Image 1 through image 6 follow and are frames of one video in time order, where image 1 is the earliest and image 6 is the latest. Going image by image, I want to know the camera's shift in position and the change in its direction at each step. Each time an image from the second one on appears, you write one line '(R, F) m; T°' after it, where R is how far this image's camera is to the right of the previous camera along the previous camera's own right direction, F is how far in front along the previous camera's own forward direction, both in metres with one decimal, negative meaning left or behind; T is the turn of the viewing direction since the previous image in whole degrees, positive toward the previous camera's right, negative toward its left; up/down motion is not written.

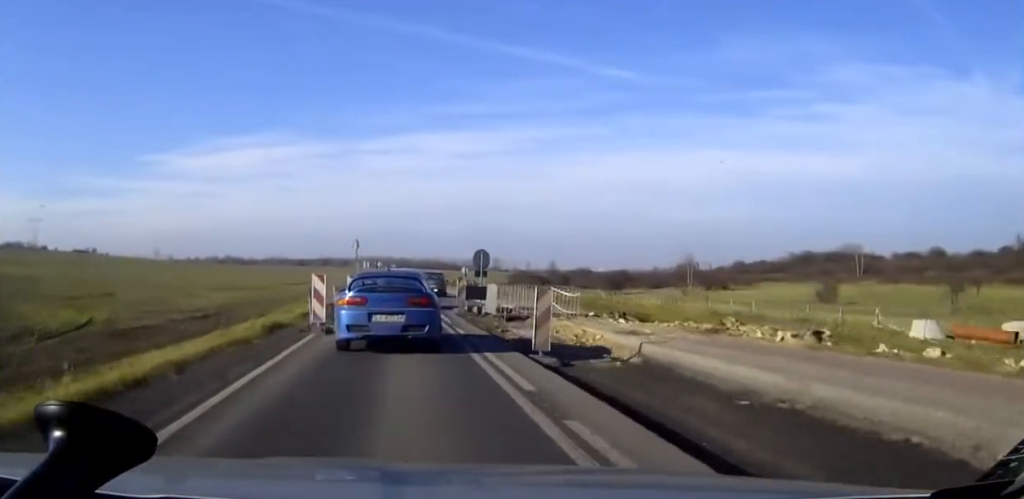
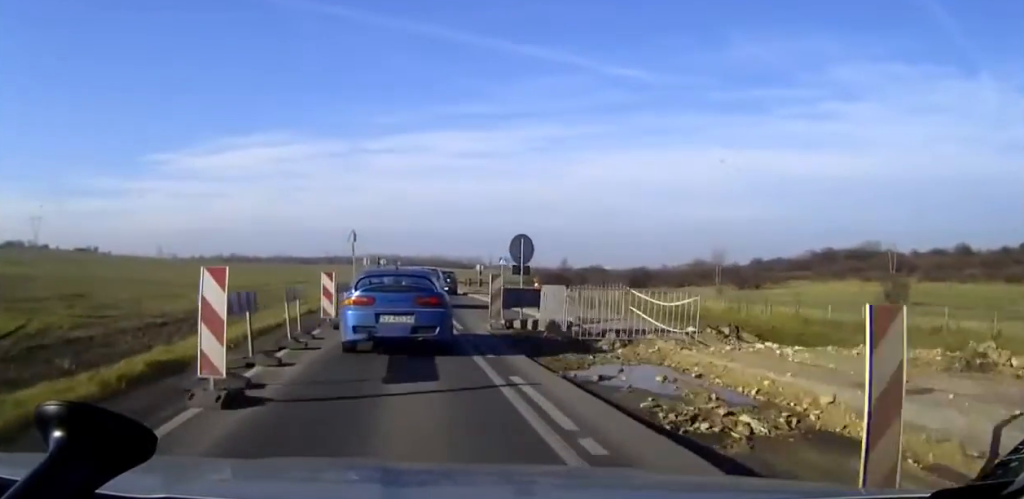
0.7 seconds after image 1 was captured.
(-0.1, +9.4) m; +1°
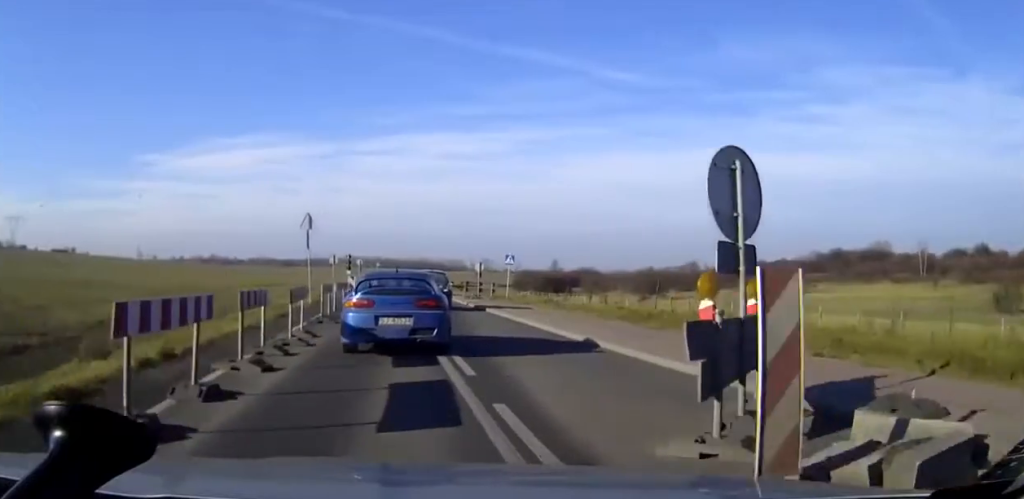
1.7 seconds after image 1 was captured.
(+0.2, +14.6) m; +1°
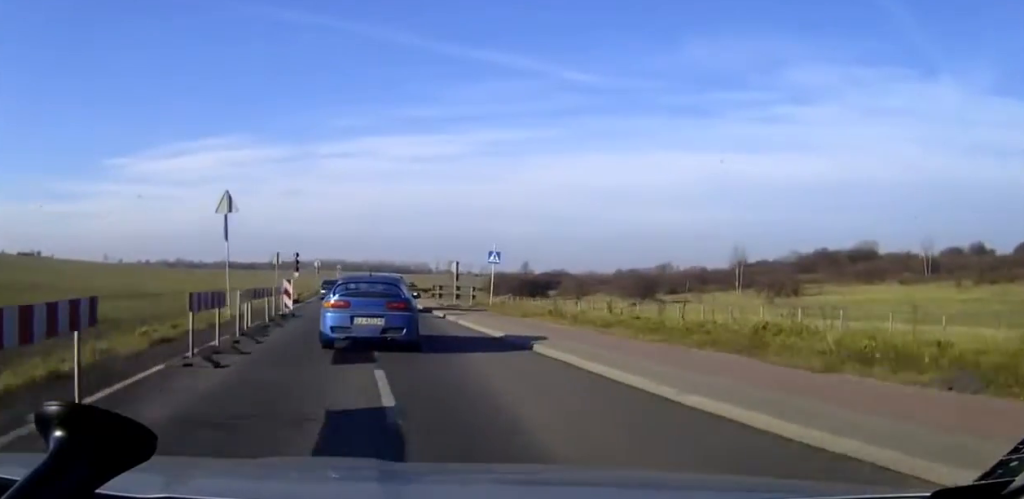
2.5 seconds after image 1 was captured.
(+0.1, +9.9) m; 0°
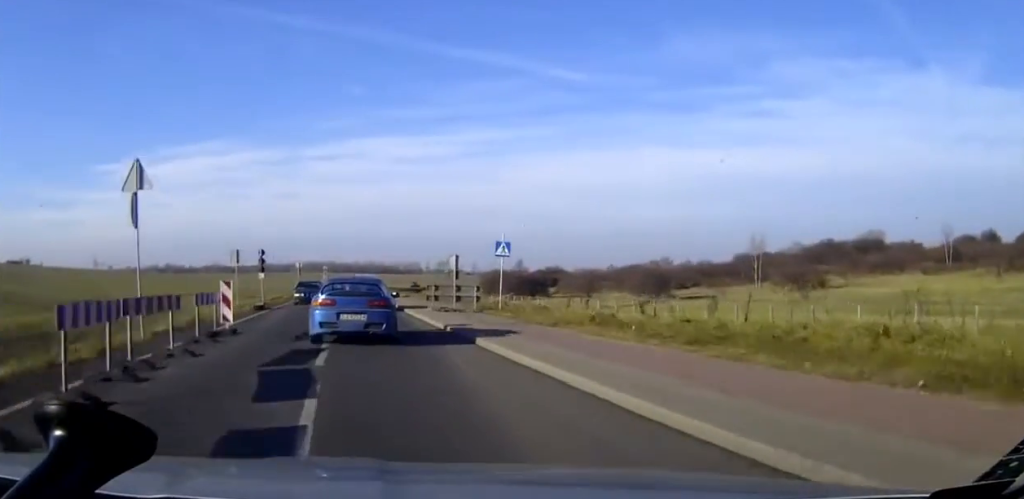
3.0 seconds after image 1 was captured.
(0.0, +7.8) m; -1°
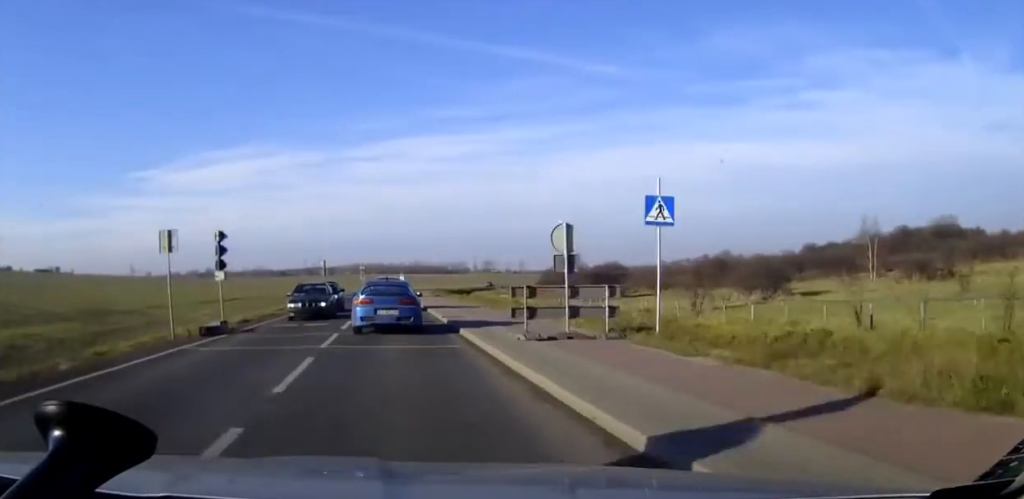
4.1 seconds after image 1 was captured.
(-0.3, +14.8) m; -2°
